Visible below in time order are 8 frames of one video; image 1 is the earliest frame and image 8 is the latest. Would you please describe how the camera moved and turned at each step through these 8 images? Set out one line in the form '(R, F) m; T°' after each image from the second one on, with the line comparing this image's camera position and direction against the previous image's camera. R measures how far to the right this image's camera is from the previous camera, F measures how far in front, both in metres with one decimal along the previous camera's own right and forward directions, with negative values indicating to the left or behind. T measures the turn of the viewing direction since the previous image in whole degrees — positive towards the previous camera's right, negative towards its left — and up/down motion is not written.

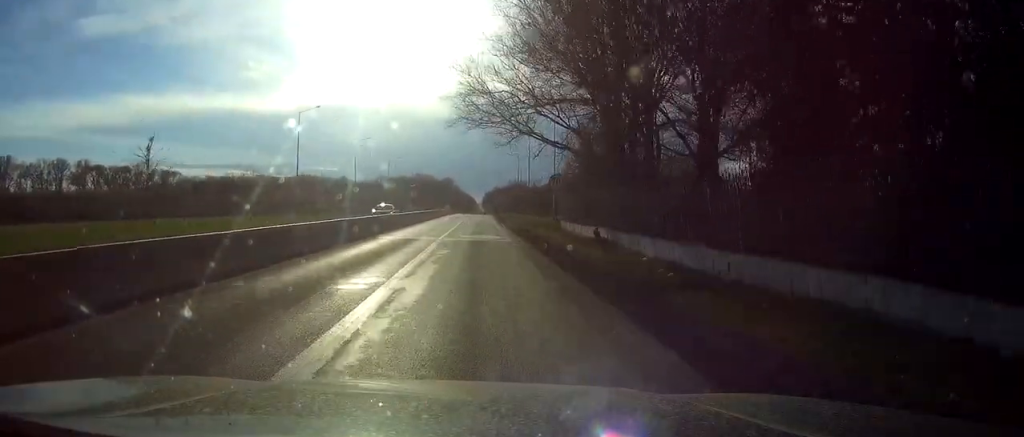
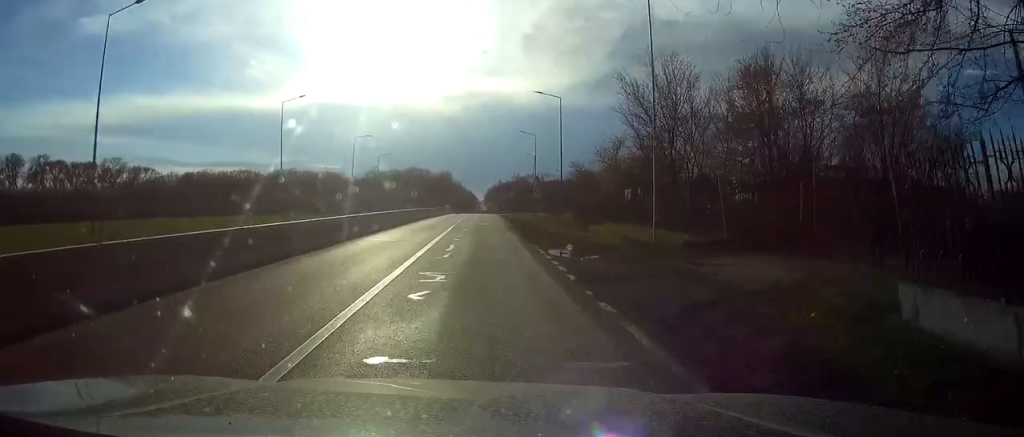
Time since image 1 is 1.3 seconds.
(-0.1, +35.9) m; -1°
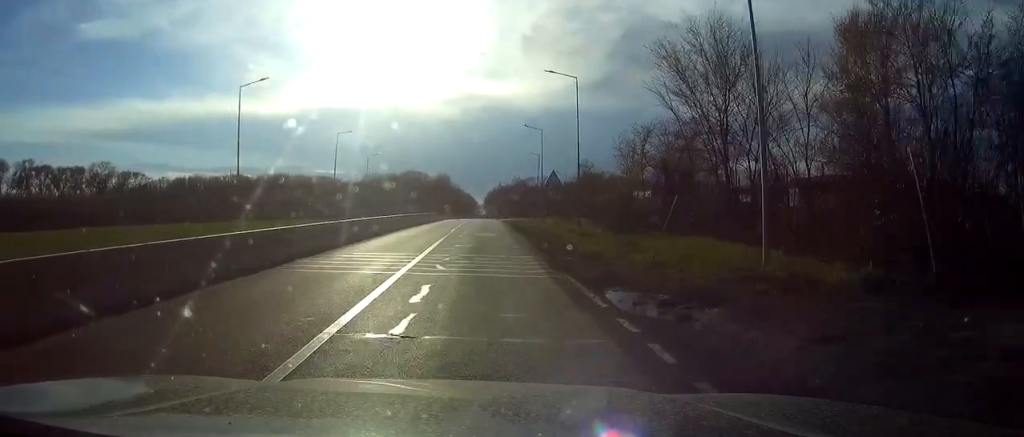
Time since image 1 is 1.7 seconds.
(-0.1, +10.6) m; 0°
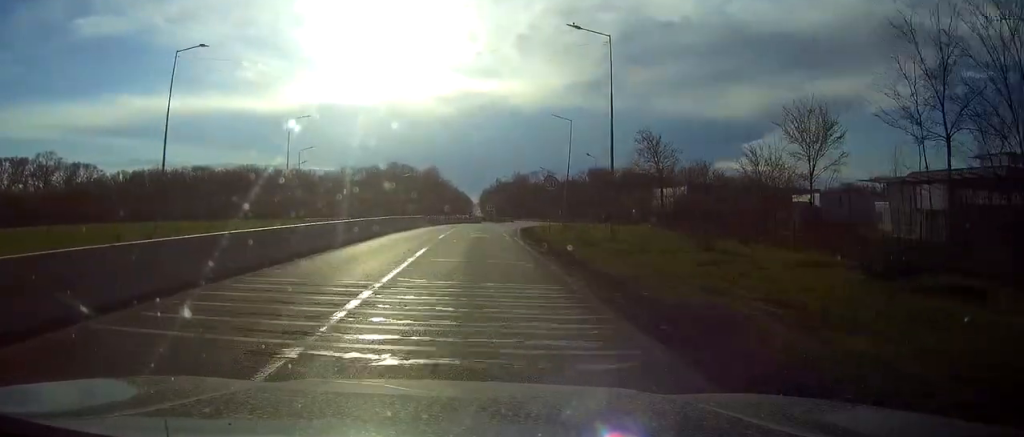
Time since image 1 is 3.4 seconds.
(+0.3, +43.2) m; +1°
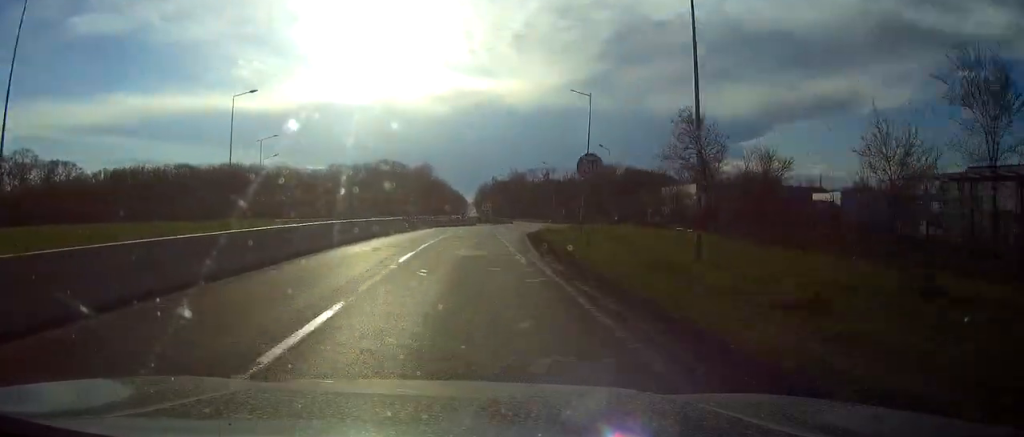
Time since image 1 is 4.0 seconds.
(0.0, +13.8) m; 0°
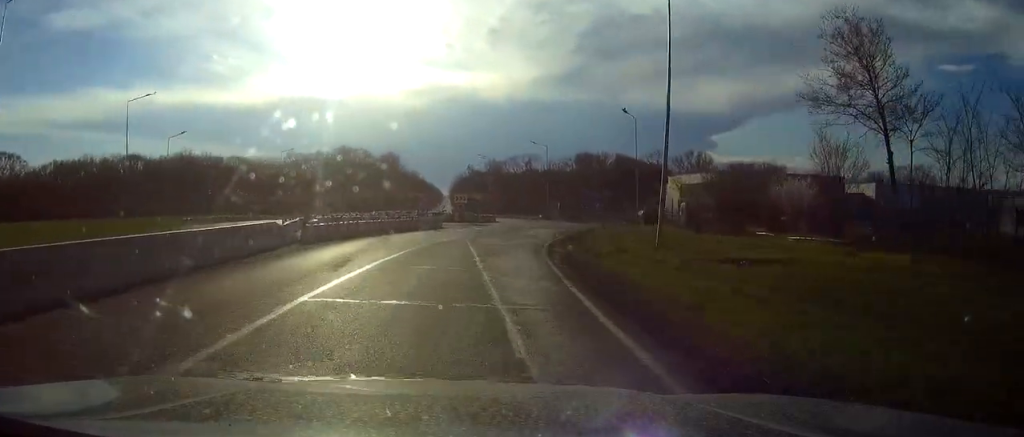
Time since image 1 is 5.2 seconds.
(+0.2, +27.1) m; +2°
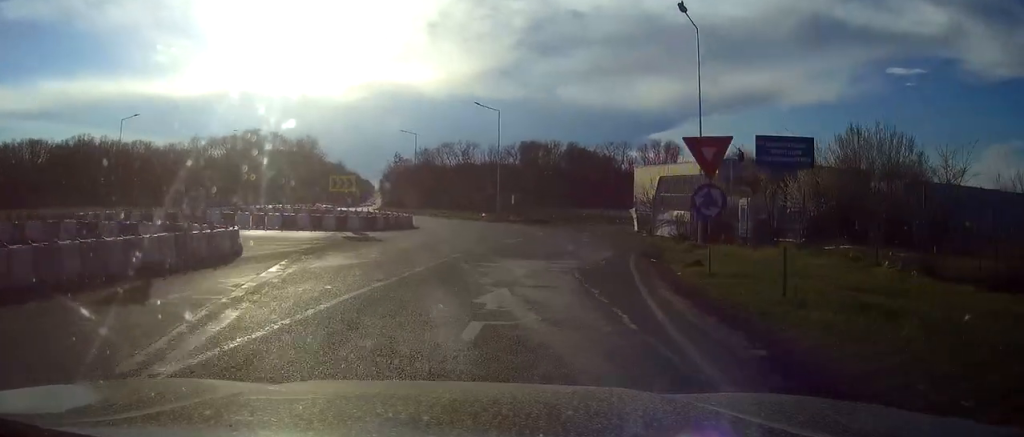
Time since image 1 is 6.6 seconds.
(+1.2, +32.8) m; +4°
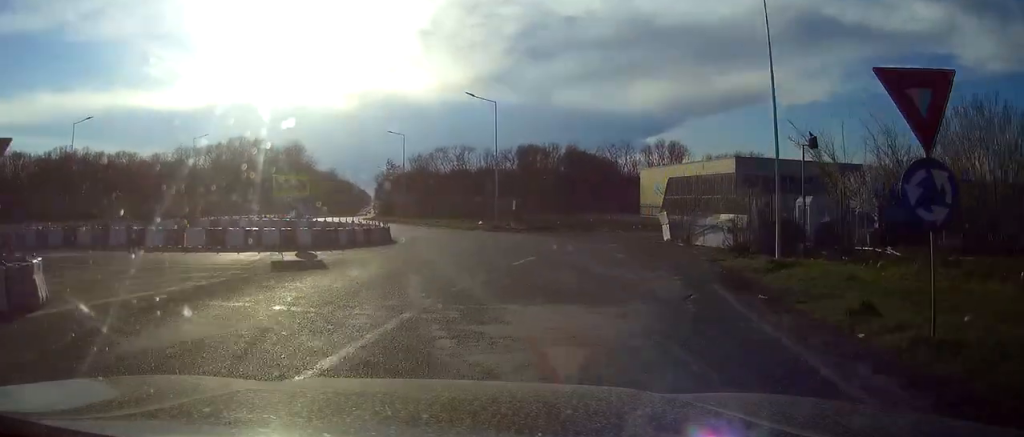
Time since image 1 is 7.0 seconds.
(+0.1, +8.8) m; 0°
